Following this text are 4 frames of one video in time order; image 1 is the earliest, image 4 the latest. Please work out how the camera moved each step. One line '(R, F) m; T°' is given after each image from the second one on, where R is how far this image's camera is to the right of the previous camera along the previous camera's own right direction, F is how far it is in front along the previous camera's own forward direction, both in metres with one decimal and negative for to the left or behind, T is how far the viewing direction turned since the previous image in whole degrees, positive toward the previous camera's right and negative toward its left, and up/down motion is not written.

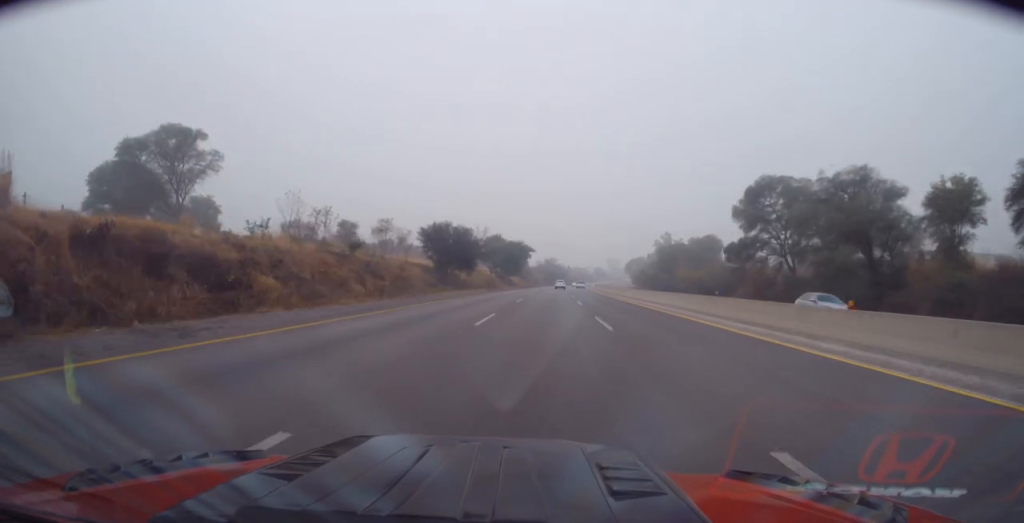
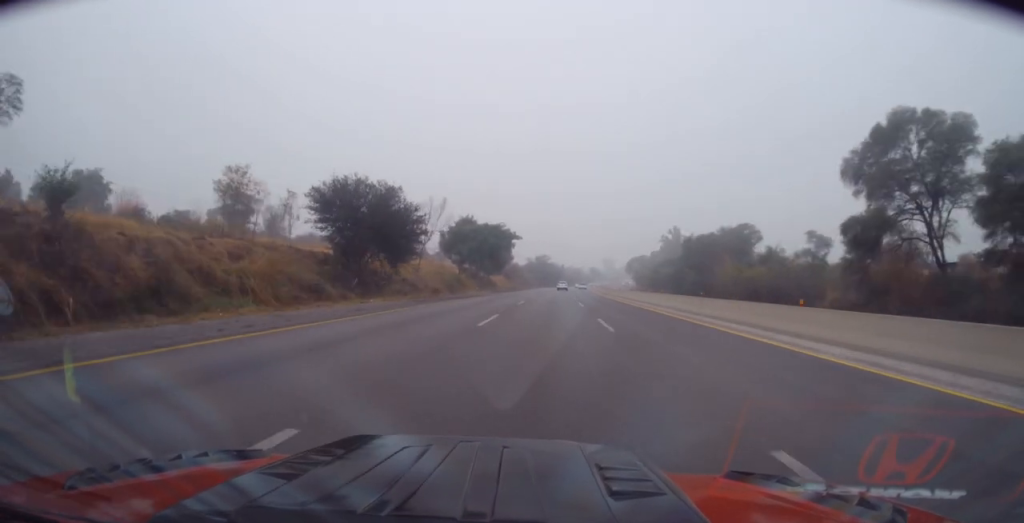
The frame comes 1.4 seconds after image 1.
(0.0, +36.0) m; +1°
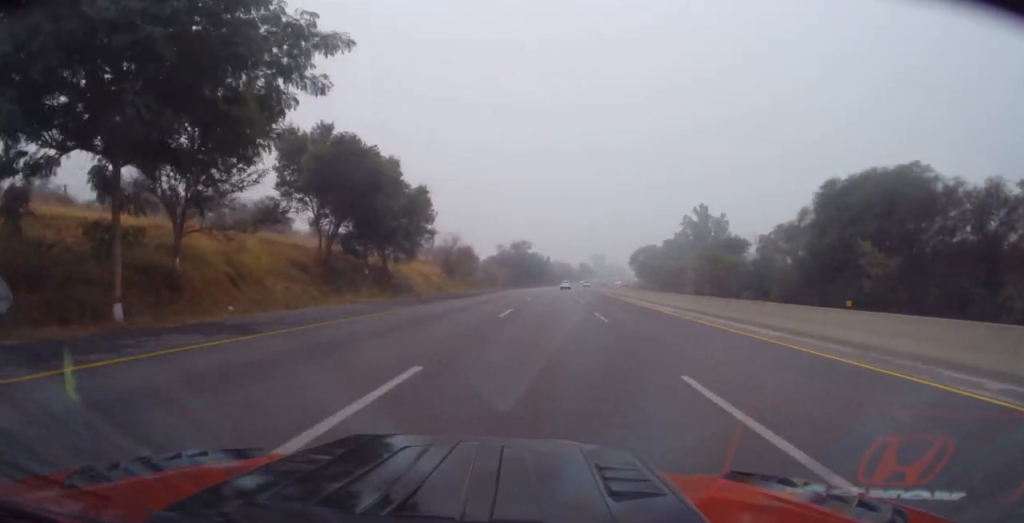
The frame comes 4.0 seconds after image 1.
(+1.2, +68.0) m; +1°
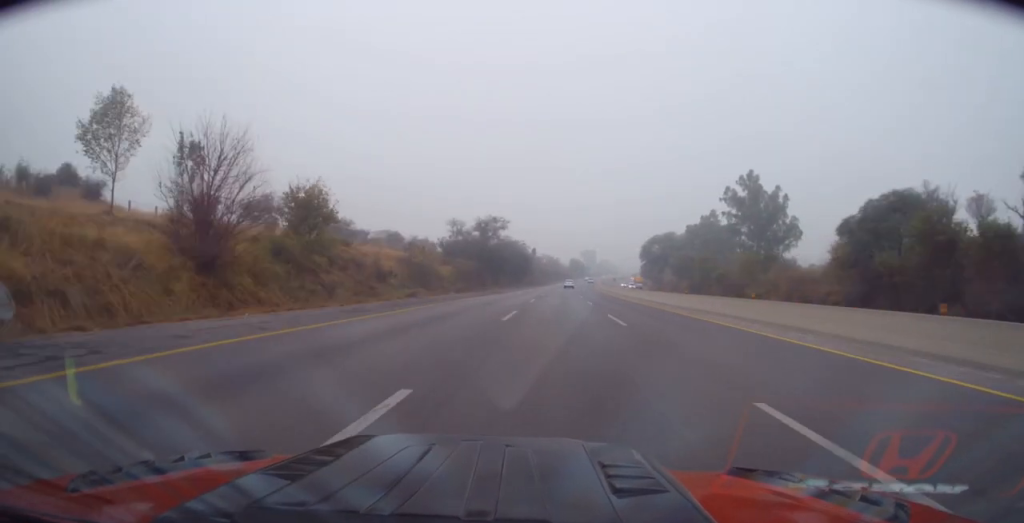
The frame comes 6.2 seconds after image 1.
(+0.4, +56.0) m; +1°
